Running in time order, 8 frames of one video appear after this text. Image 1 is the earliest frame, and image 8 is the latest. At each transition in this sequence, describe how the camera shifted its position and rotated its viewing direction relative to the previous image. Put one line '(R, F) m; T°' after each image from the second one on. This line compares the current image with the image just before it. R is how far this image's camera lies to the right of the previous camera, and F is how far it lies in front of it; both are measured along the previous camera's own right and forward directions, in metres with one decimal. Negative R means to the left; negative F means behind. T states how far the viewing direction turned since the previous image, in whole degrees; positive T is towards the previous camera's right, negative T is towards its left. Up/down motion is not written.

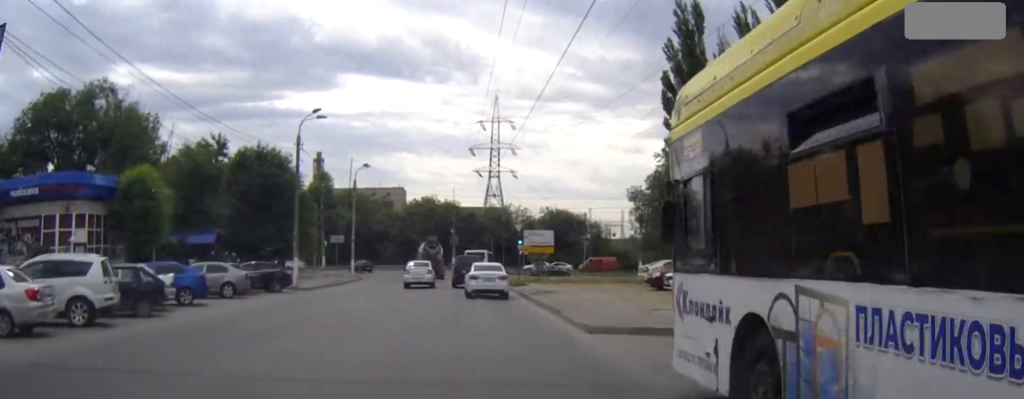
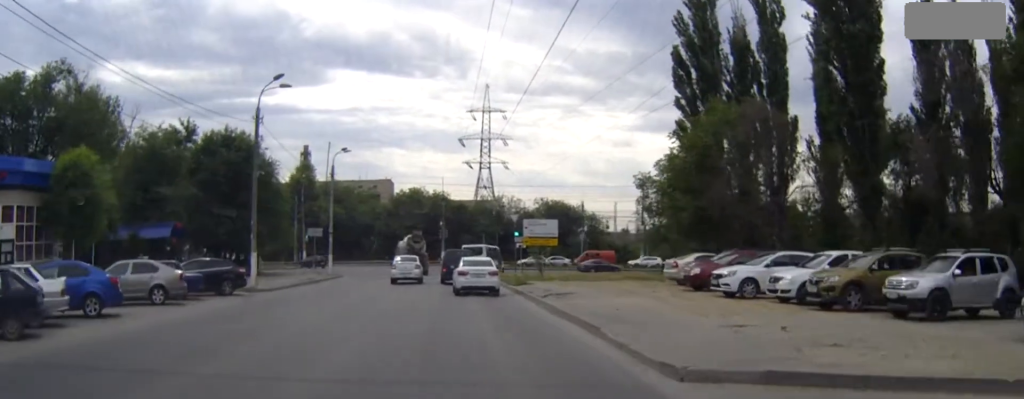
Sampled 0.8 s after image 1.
(0.0, +5.9) m; +1°
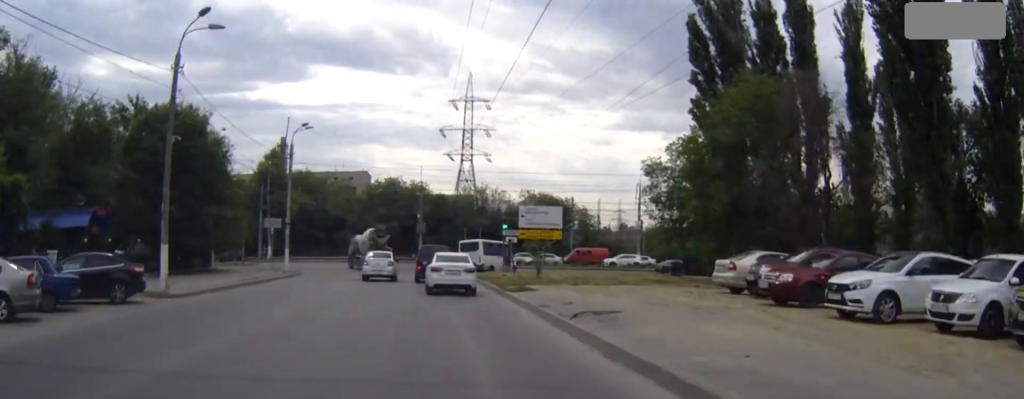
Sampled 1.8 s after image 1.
(0.0, +8.0) m; +1°
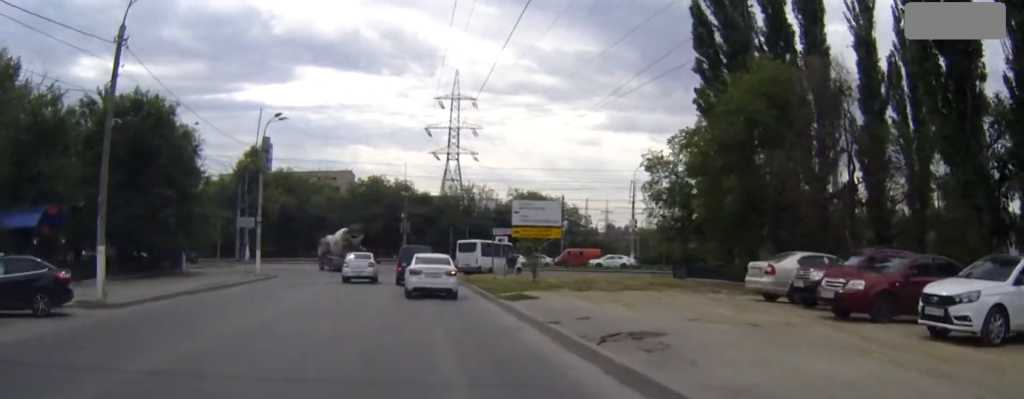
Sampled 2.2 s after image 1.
(0.0, +3.9) m; +1°
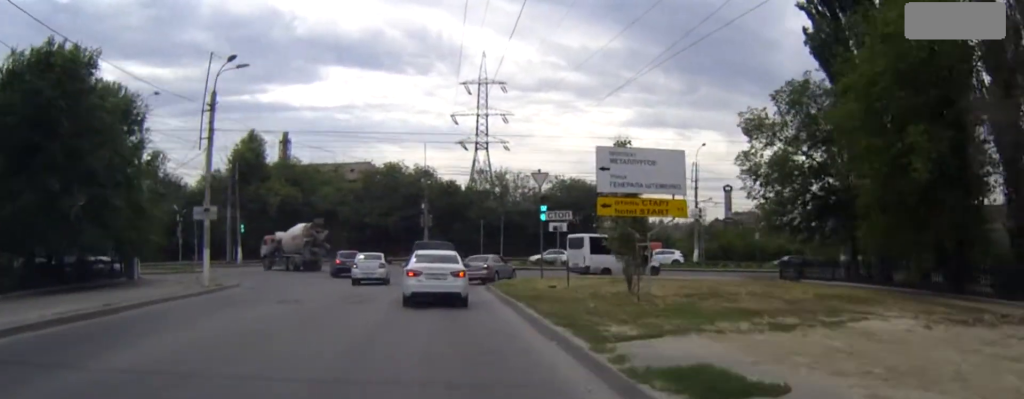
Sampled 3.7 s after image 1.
(+0.3, +13.8) m; +1°
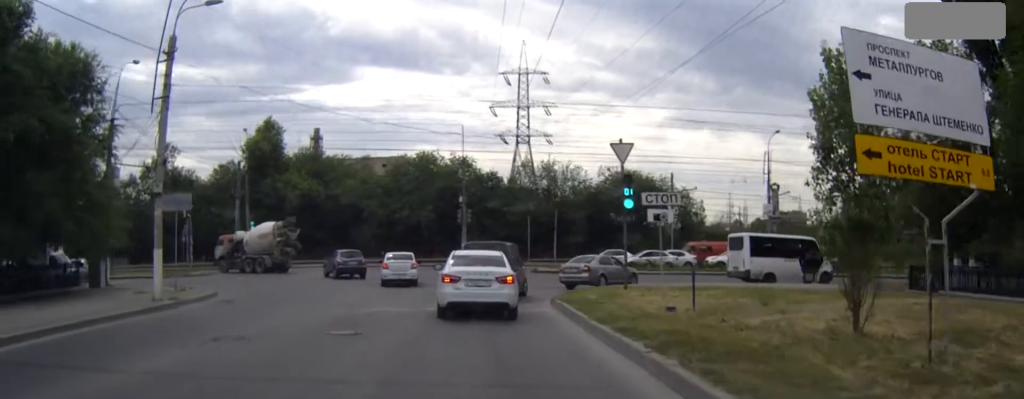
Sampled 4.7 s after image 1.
(-0.1, +9.3) m; -2°
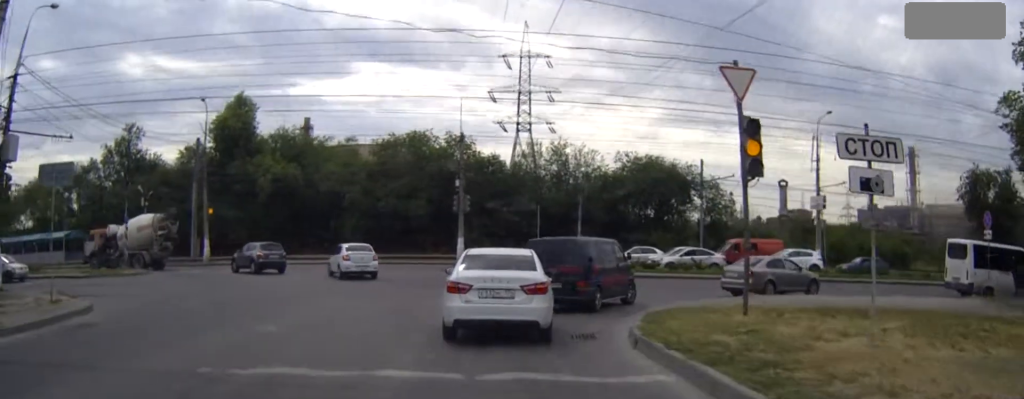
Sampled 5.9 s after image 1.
(-0.3, +11.0) m; -1°
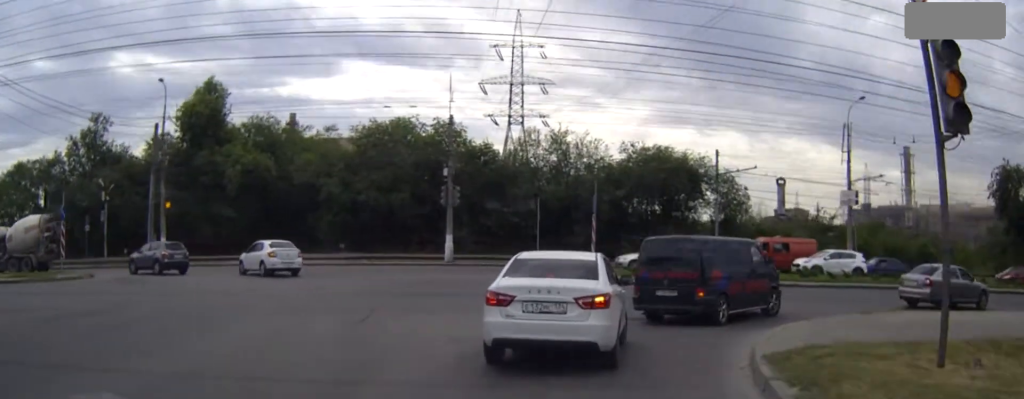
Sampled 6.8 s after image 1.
(0.0, +7.4) m; +1°
